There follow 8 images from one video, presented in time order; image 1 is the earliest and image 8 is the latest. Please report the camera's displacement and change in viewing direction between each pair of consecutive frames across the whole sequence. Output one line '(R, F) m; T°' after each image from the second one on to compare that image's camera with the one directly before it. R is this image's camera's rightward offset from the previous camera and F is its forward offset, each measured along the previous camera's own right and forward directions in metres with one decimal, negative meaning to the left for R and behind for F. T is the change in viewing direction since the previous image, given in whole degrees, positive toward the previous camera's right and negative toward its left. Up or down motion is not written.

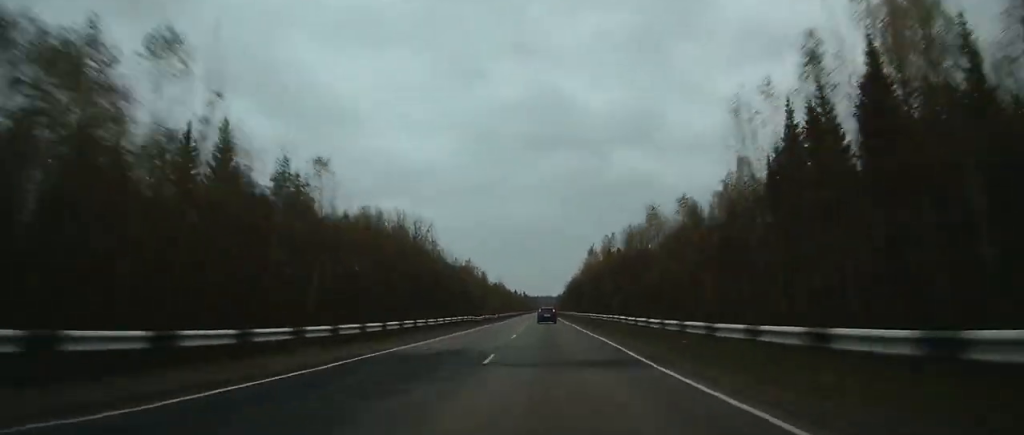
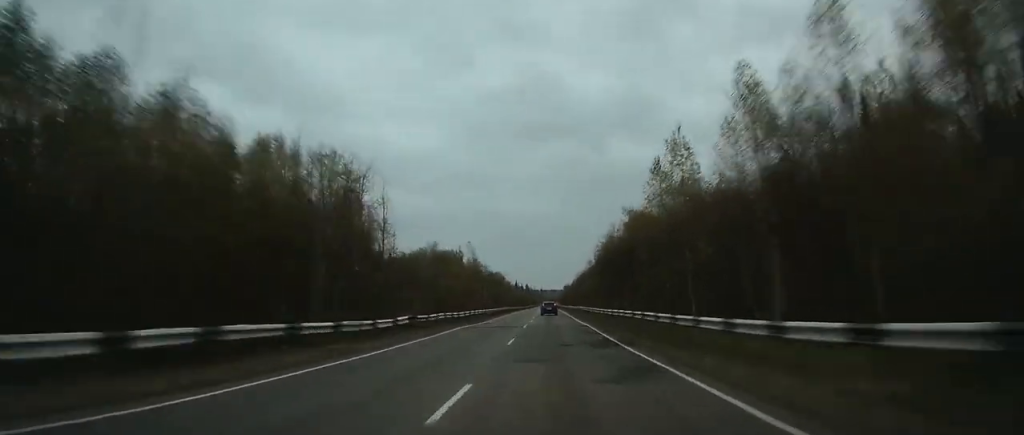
(0.0, +53.3) m; 0°
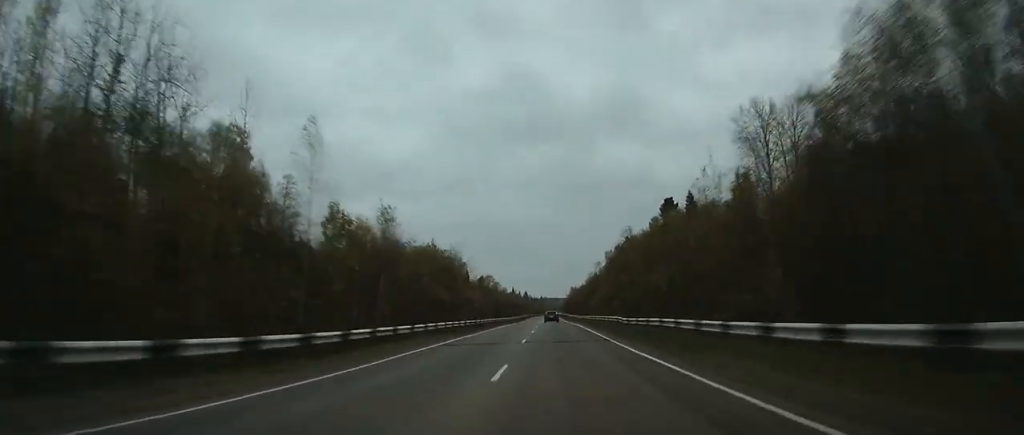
(-0.1, +58.3) m; 0°
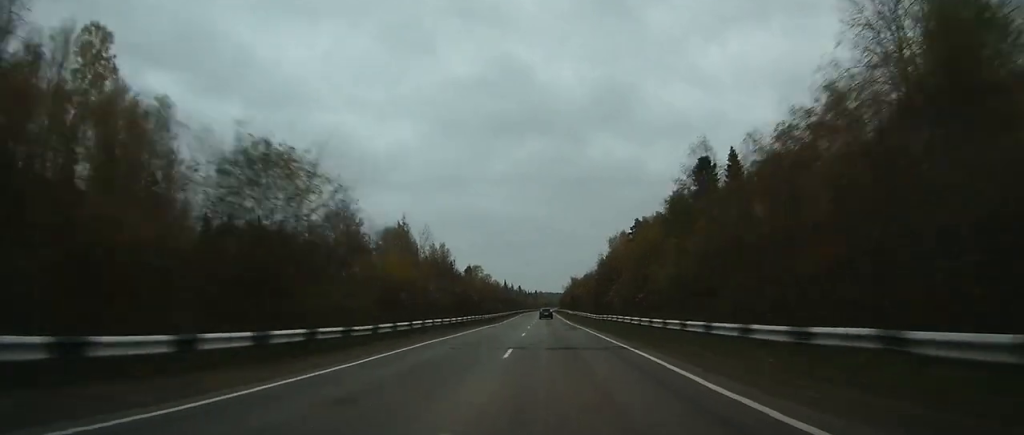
(+0.1, +33.3) m; 0°
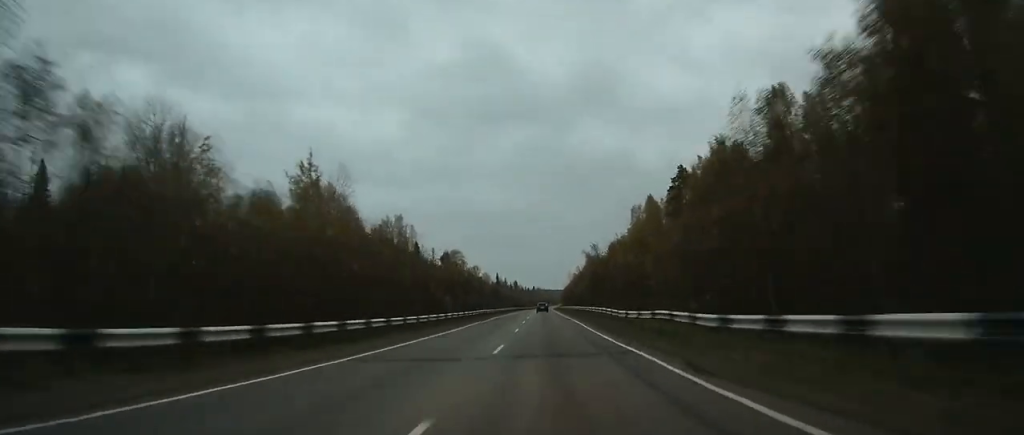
(+0.1, +61.3) m; 0°
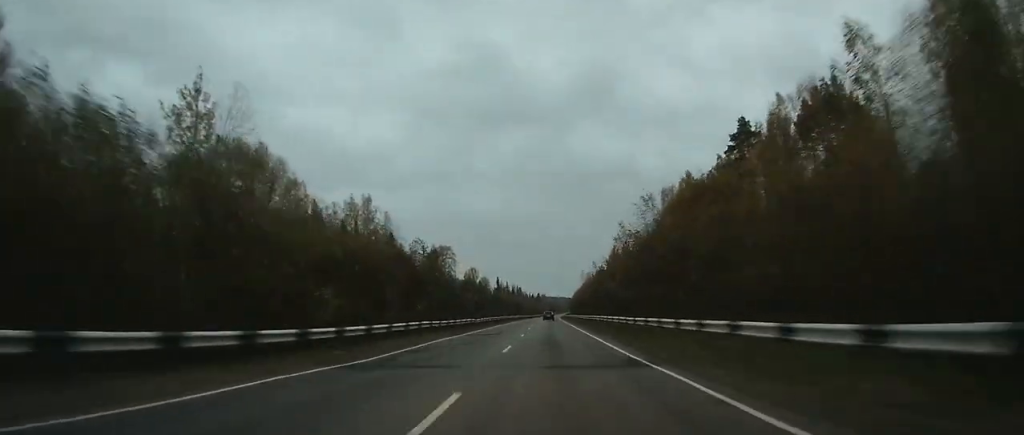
(0.0, +33.9) m; 0°
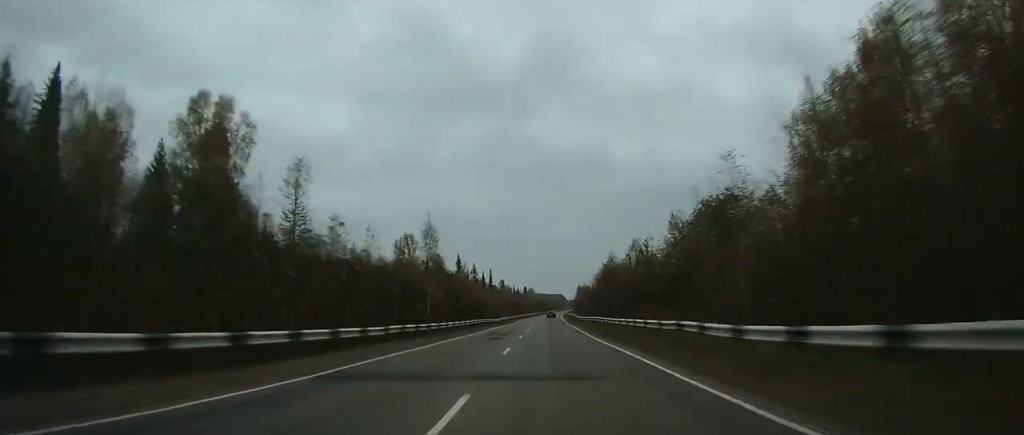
(+0.5, +116.6) m; +1°
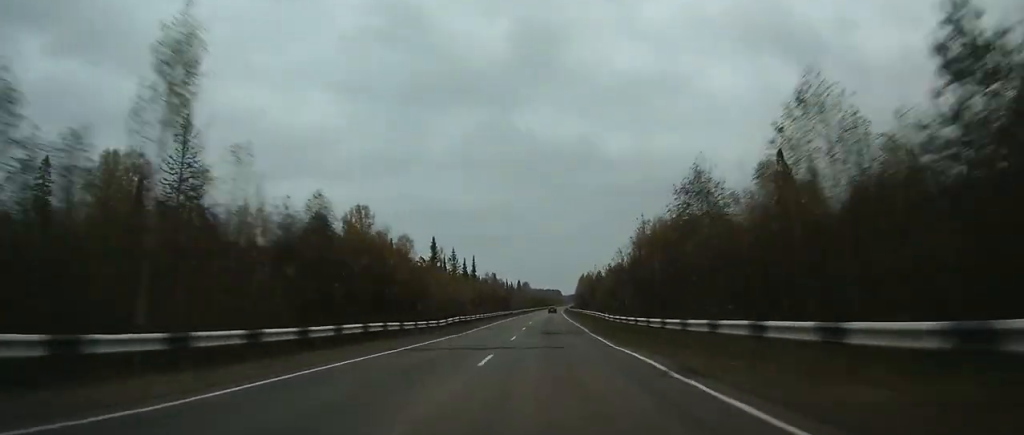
(+0.1, +42.5) m; 0°
